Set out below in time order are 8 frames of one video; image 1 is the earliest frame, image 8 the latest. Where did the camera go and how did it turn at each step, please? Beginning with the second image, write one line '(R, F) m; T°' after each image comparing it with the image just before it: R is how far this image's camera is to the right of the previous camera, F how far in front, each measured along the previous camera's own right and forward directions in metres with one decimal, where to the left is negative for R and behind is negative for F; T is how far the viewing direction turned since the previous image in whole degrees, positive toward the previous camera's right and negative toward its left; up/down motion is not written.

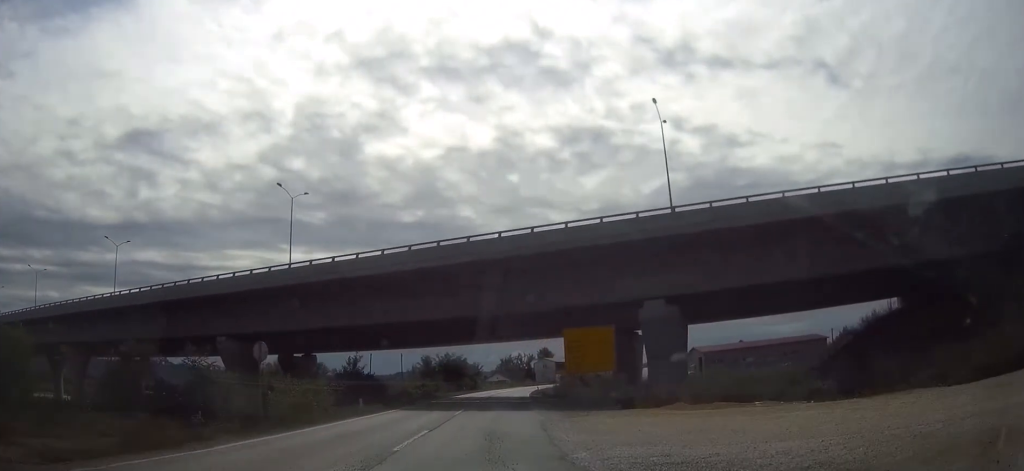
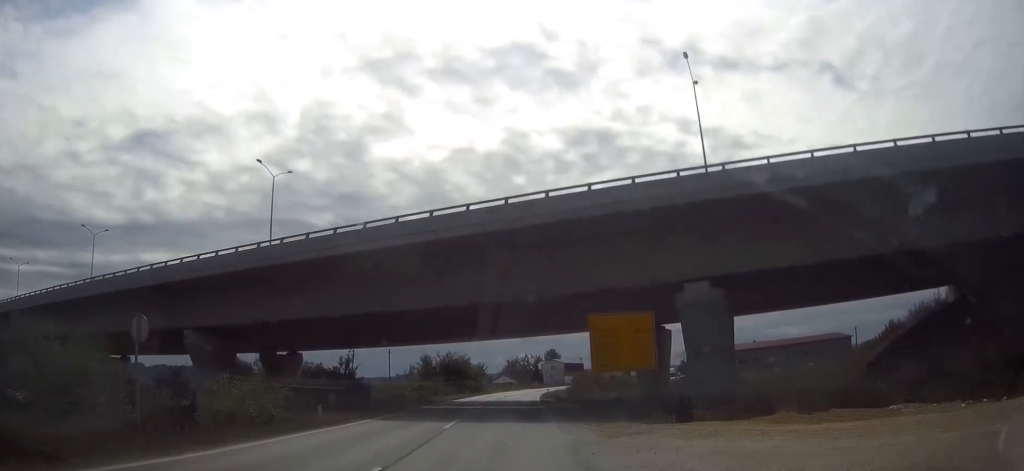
(0.0, +8.0) m; 0°
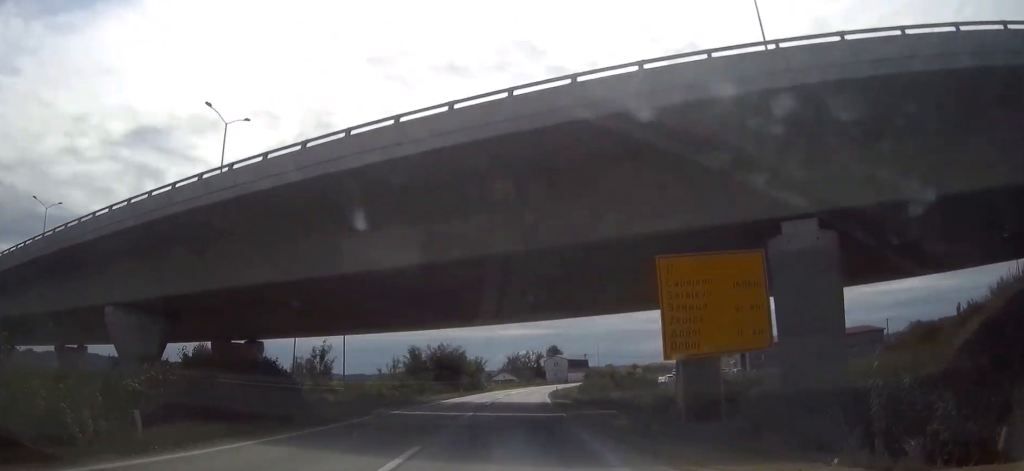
(0.0, +12.2) m; 0°
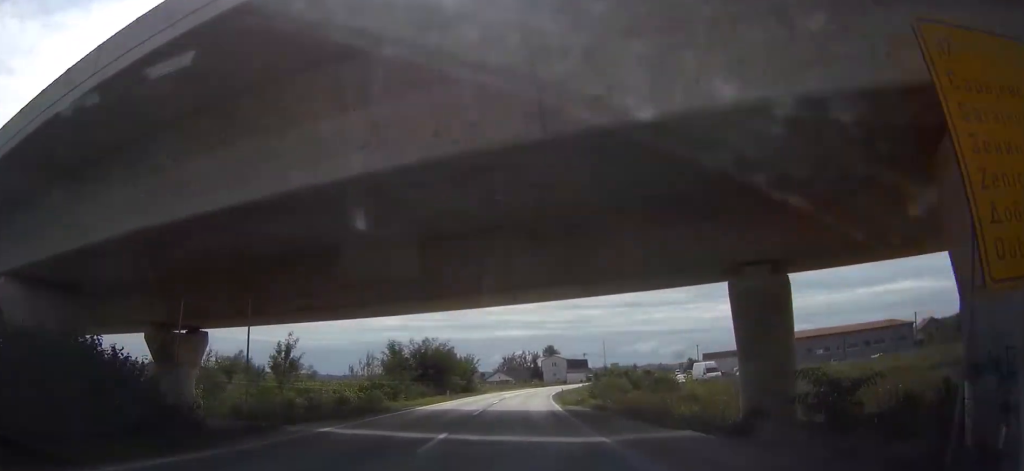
(+0.1, +10.7) m; +1°
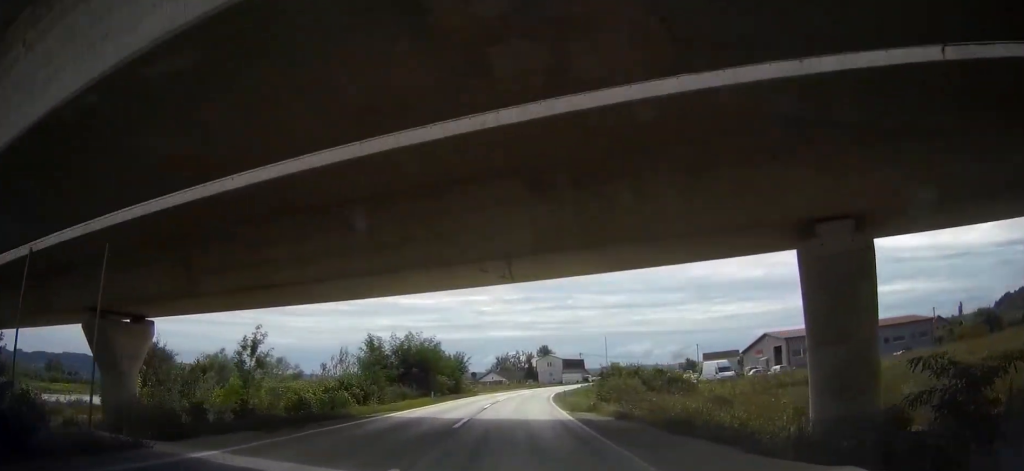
(0.0, +7.0) m; 0°
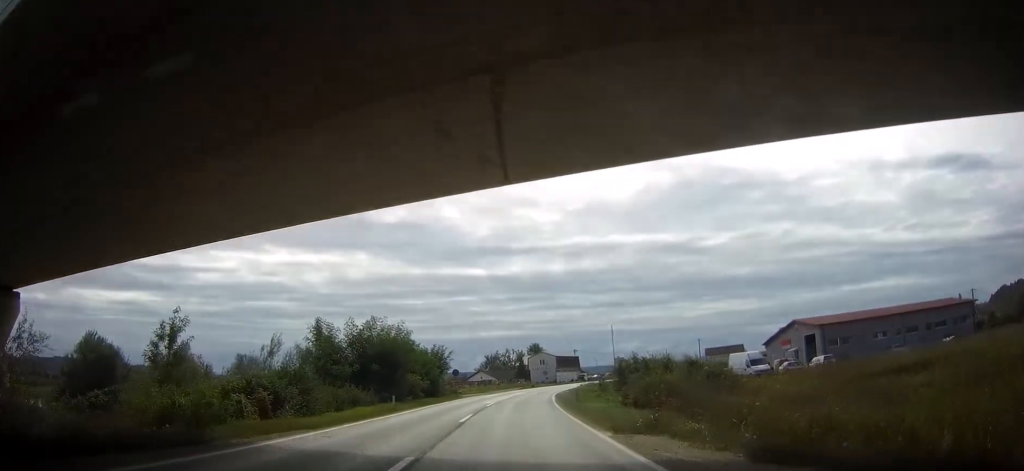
(+0.1, +12.2) m; +1°
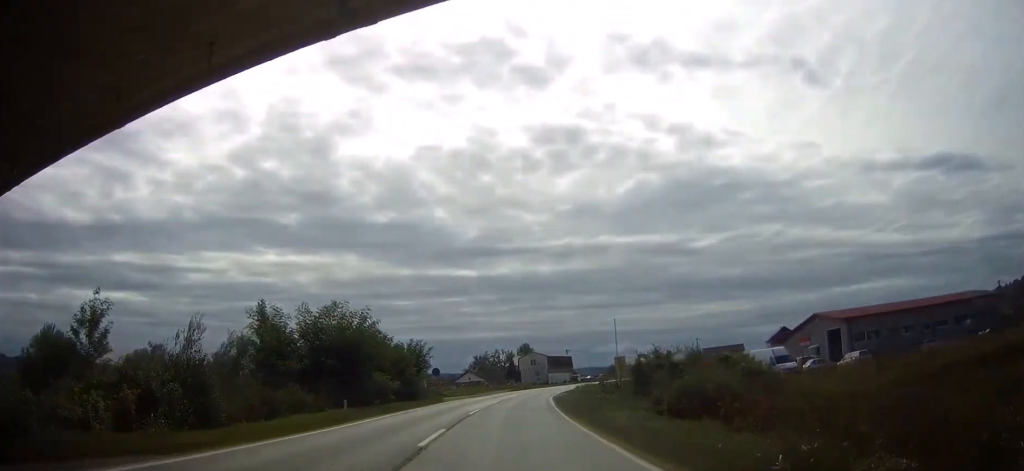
(0.0, +8.0) m; 0°
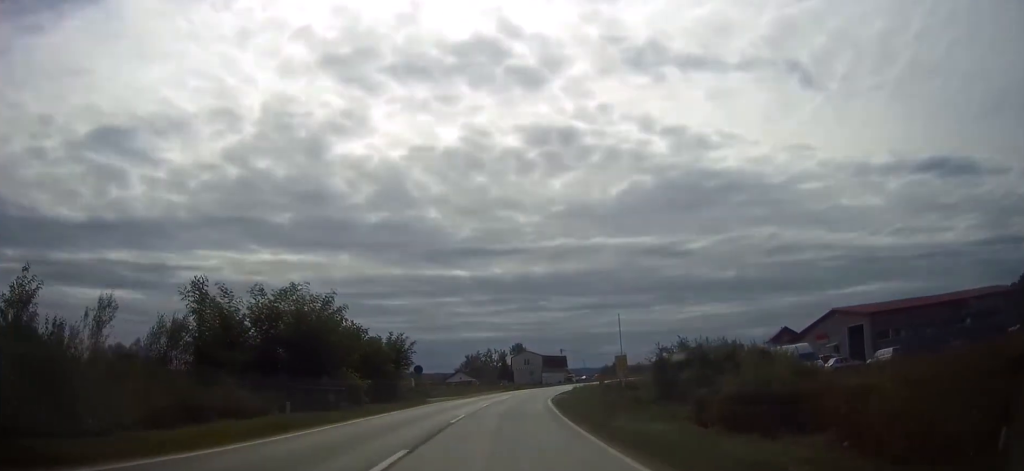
(0.0, +6.4) m; 0°
